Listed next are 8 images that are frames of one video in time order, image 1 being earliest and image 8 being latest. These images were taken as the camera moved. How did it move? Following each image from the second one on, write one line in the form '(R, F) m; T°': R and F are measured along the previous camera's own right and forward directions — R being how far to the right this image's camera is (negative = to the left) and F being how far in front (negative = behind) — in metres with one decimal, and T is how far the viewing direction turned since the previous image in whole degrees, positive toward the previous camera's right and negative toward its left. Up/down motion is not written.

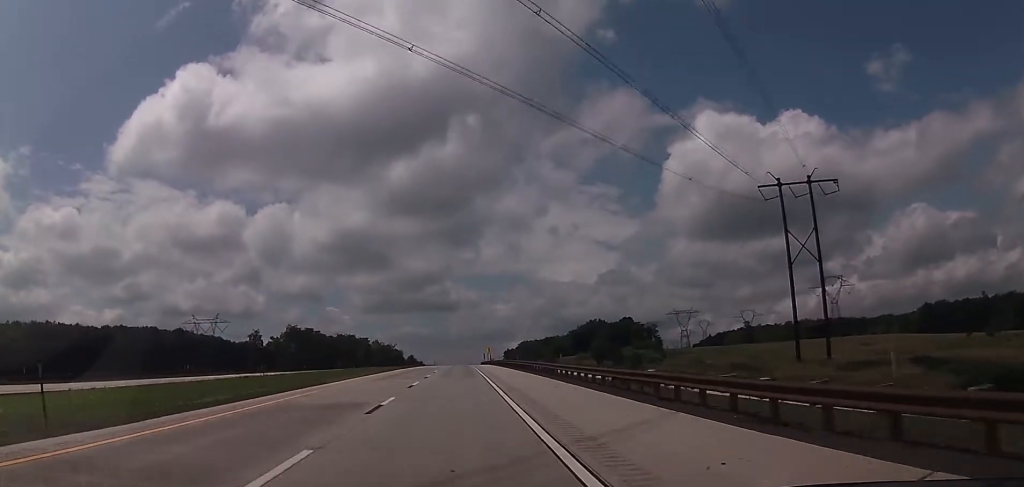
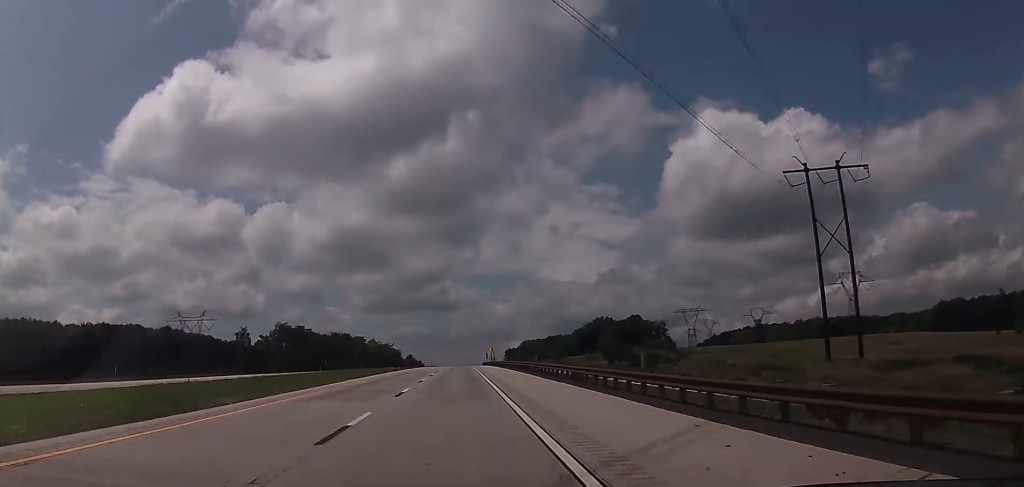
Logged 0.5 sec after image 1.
(0.0, +17.6) m; +1°
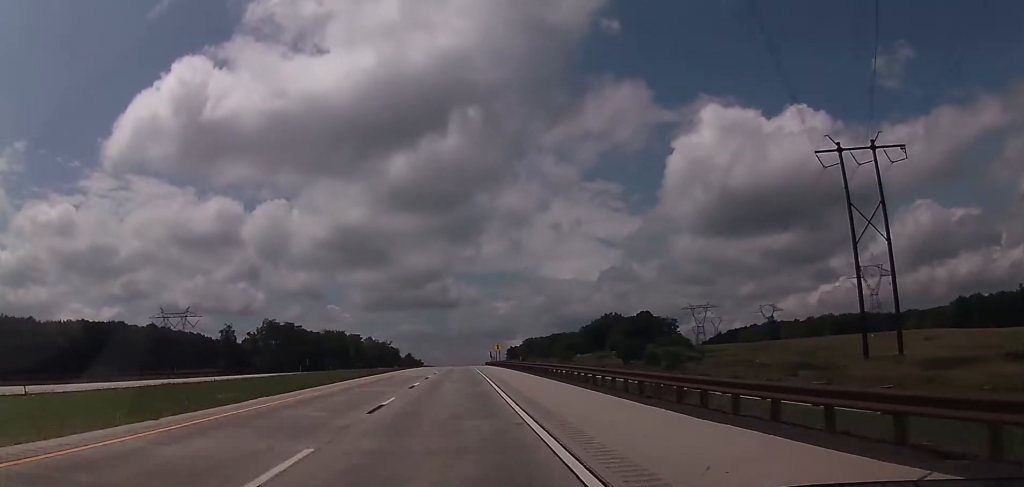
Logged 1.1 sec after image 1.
(0.0, +18.7) m; 0°
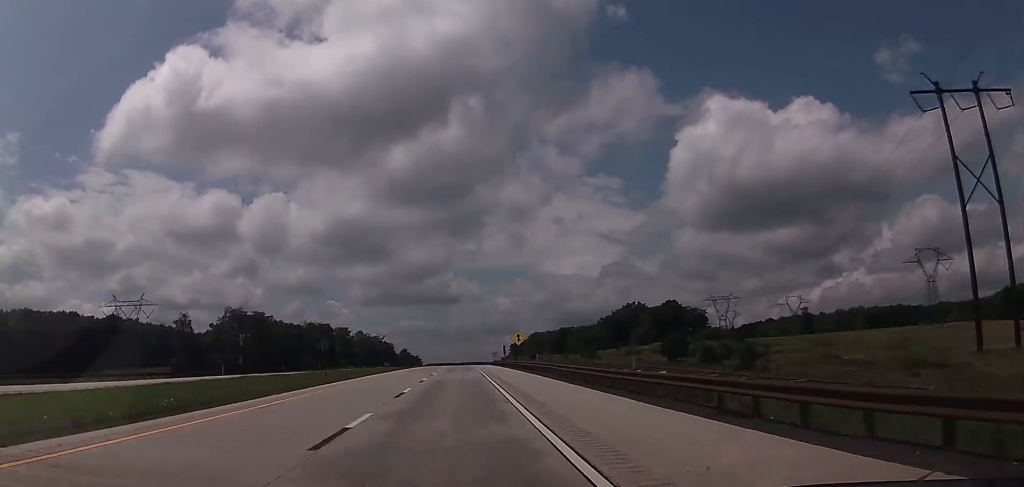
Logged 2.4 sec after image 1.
(+0.2, +42.9) m; 0°
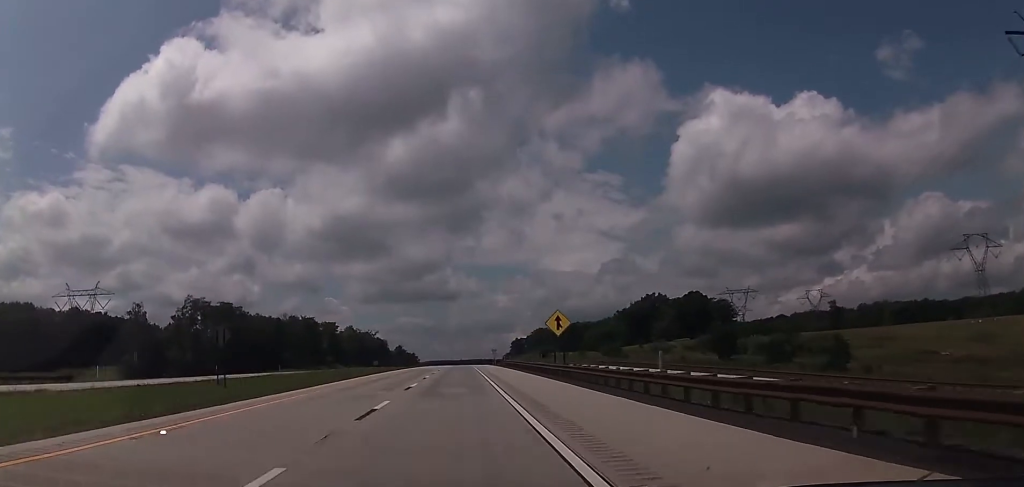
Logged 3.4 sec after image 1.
(-0.3, +32.0) m; 0°
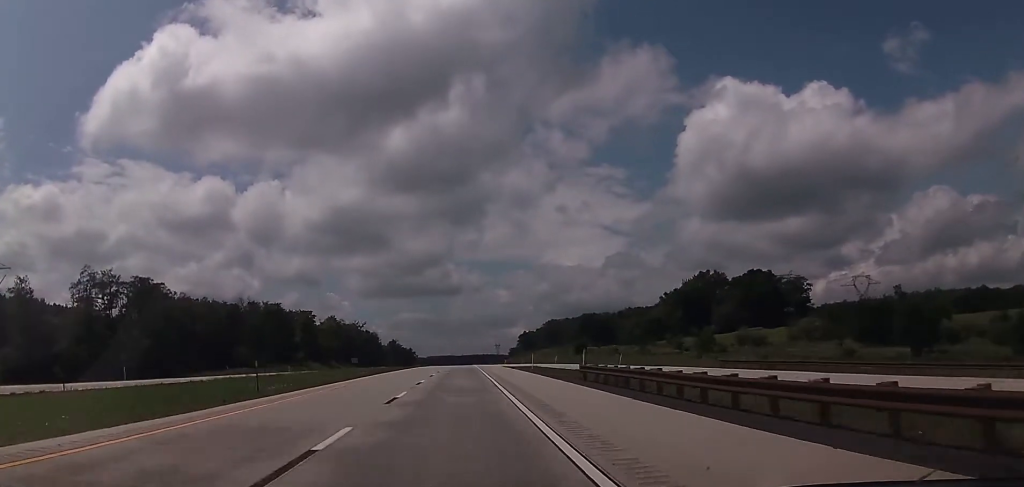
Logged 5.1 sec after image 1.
(+0.7, +56.2) m; 0°
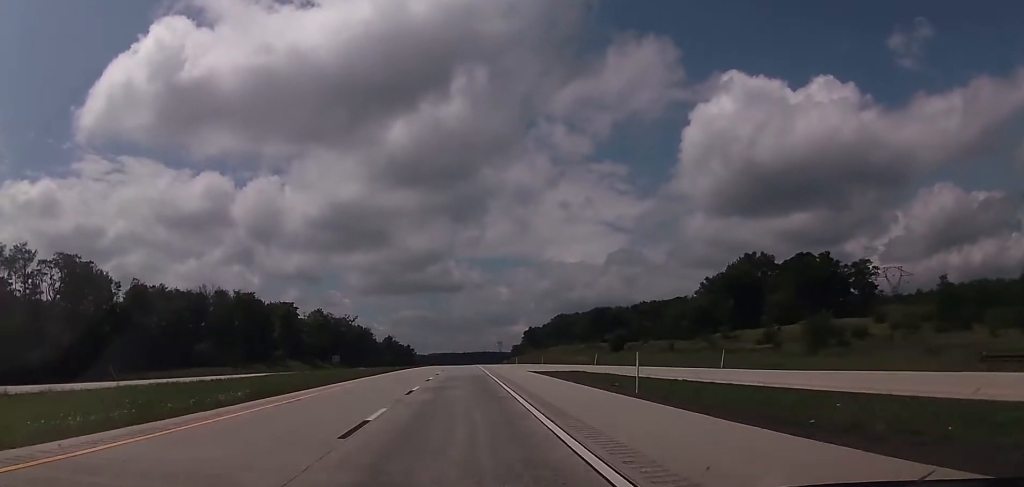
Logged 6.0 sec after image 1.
(-0.5, +32.0) m; -1°
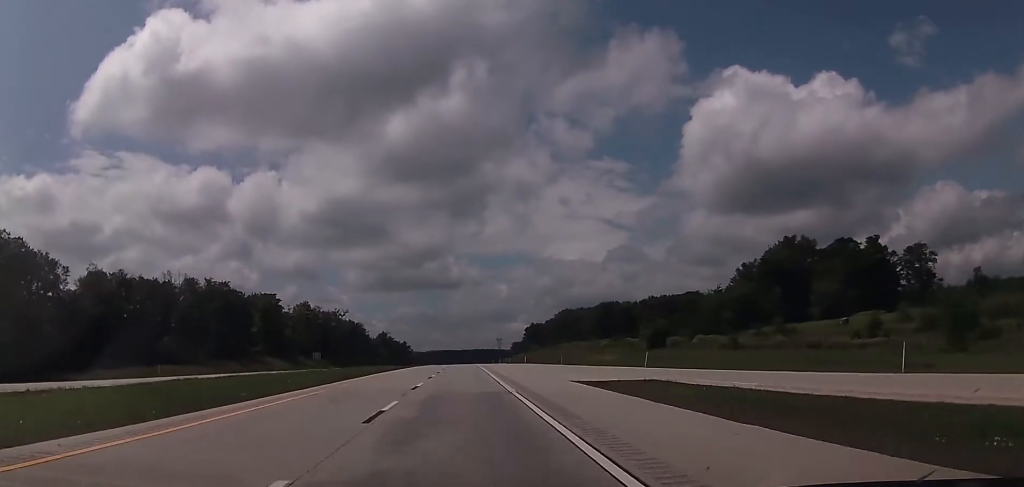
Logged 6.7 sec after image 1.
(0.0, +22.1) m; 0°
